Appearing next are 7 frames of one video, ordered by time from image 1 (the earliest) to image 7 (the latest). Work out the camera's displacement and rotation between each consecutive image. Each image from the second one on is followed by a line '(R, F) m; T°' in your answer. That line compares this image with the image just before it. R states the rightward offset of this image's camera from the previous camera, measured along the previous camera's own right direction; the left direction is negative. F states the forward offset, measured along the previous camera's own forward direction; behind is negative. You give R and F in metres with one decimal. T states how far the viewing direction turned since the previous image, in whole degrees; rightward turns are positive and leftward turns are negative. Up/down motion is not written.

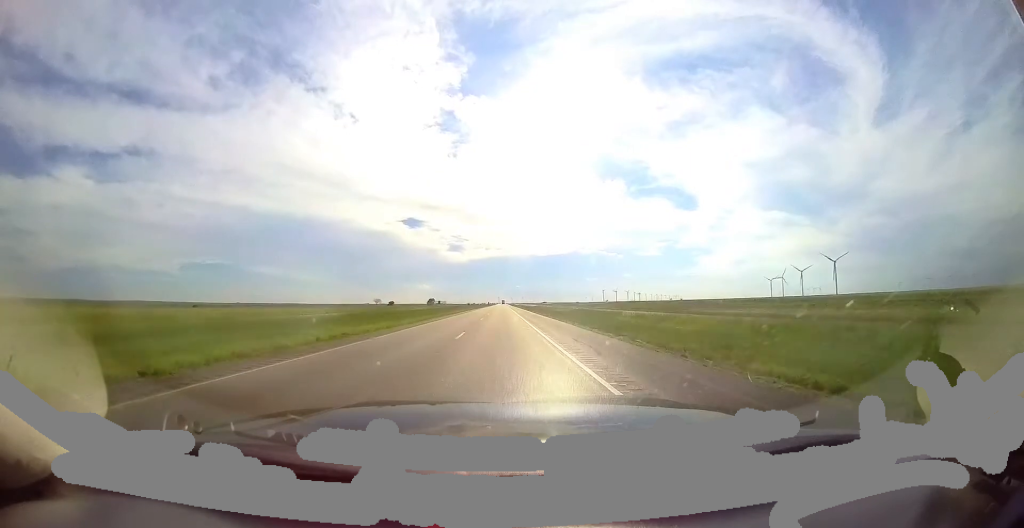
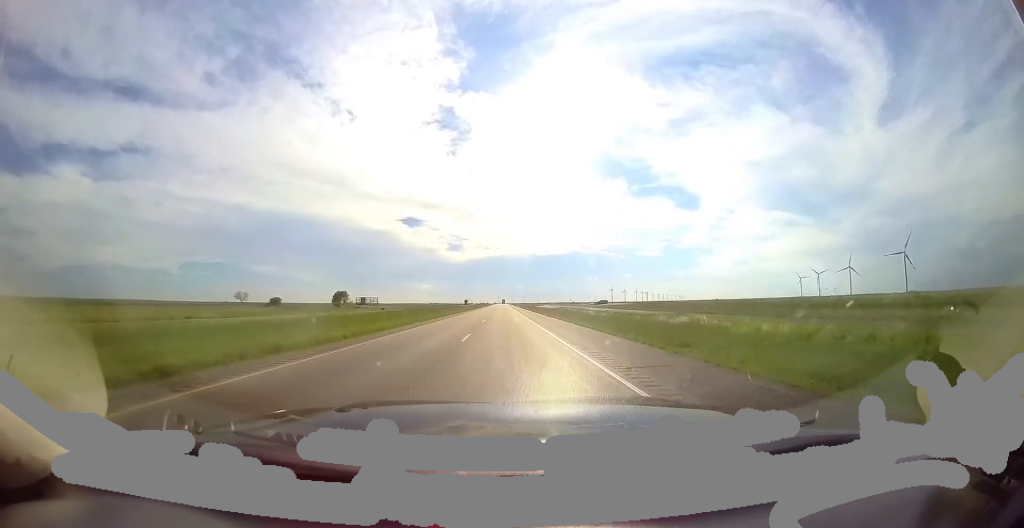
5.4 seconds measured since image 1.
(-2.4, +196.8) m; -1°
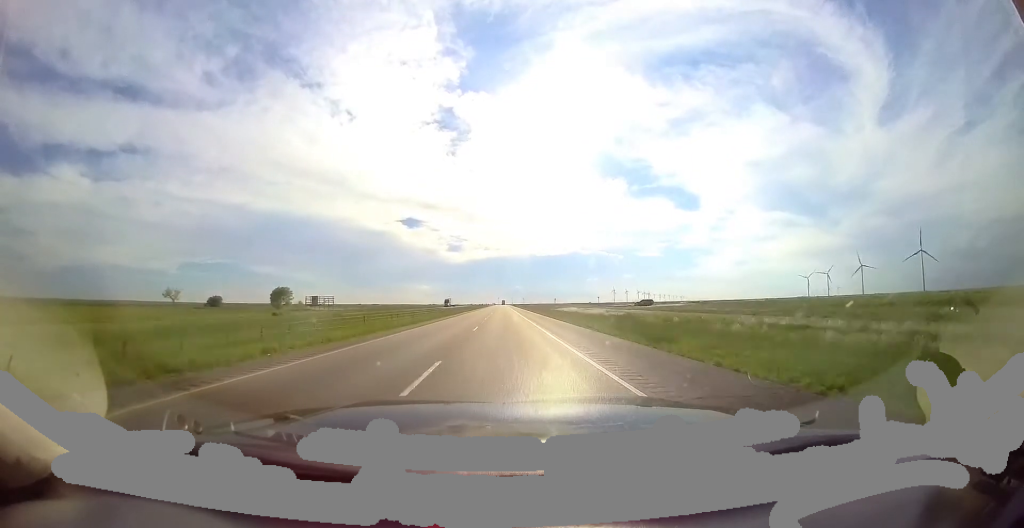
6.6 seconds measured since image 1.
(+0.3, +43.8) m; 0°
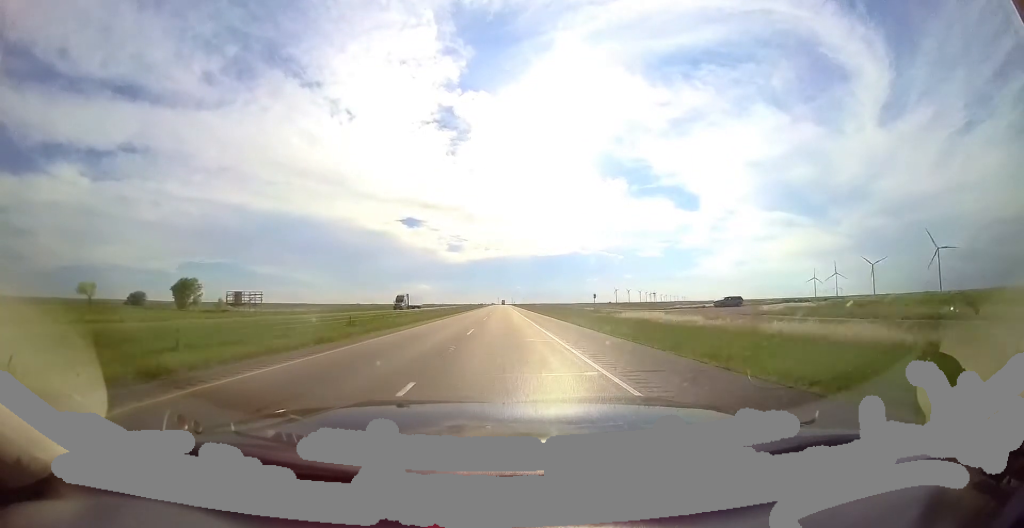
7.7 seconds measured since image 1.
(+0.1, +39.0) m; 0°
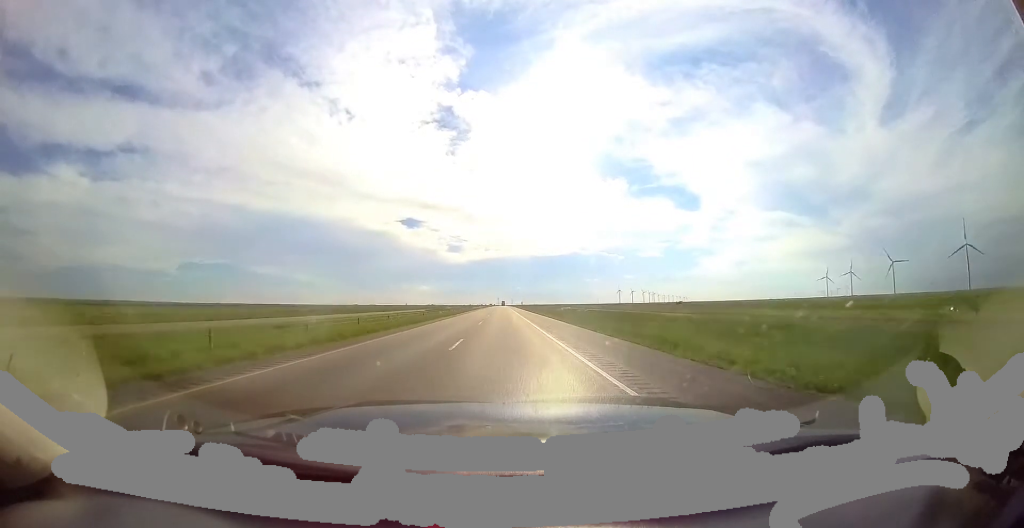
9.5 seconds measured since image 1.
(0.0, +65.8) m; 0°
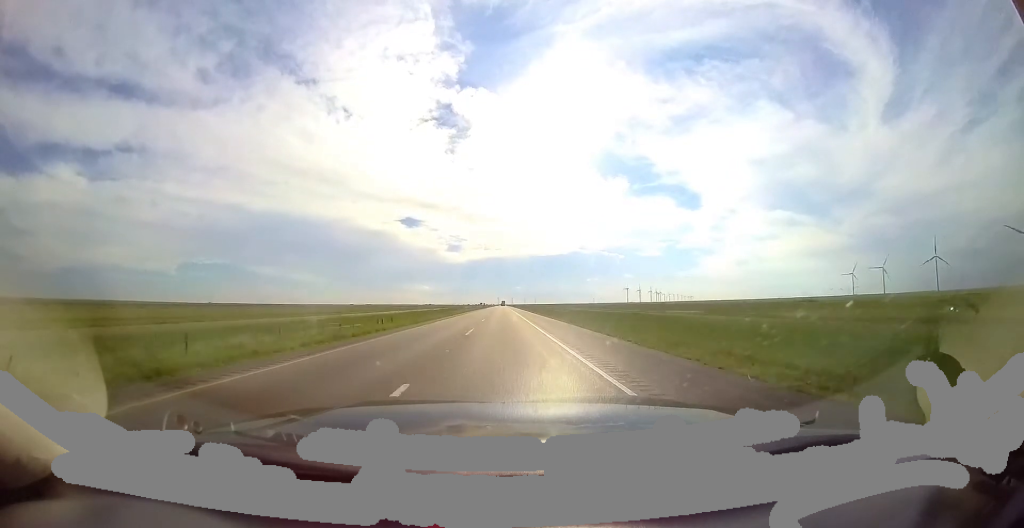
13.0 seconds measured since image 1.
(-0.1, +129.5) m; 0°
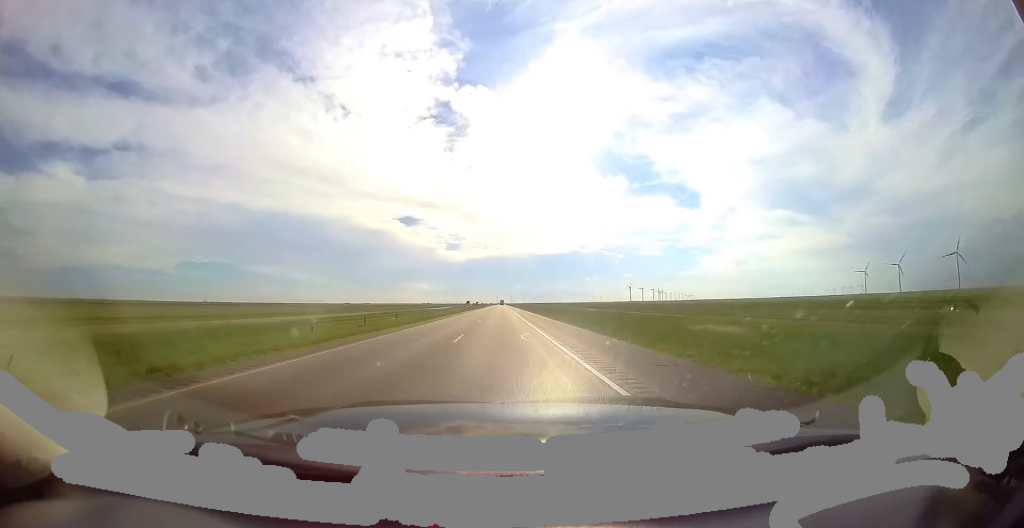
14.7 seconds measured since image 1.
(+0.4, +64.1) m; 0°
